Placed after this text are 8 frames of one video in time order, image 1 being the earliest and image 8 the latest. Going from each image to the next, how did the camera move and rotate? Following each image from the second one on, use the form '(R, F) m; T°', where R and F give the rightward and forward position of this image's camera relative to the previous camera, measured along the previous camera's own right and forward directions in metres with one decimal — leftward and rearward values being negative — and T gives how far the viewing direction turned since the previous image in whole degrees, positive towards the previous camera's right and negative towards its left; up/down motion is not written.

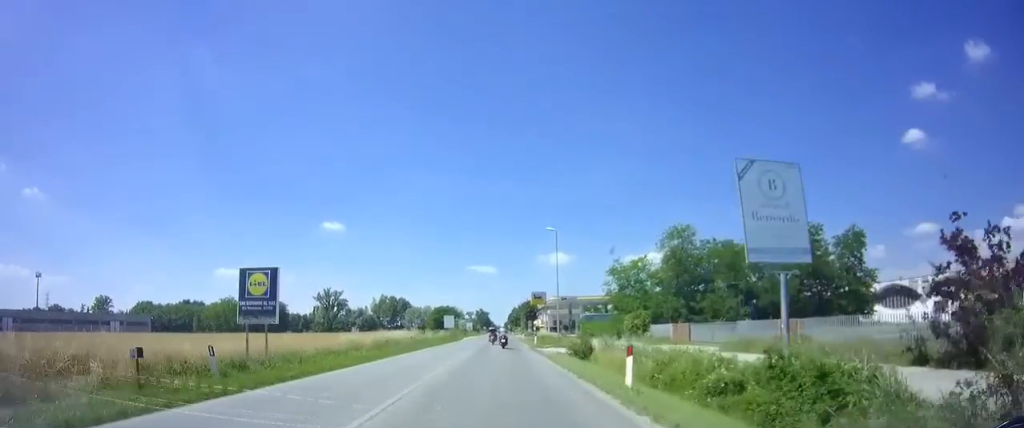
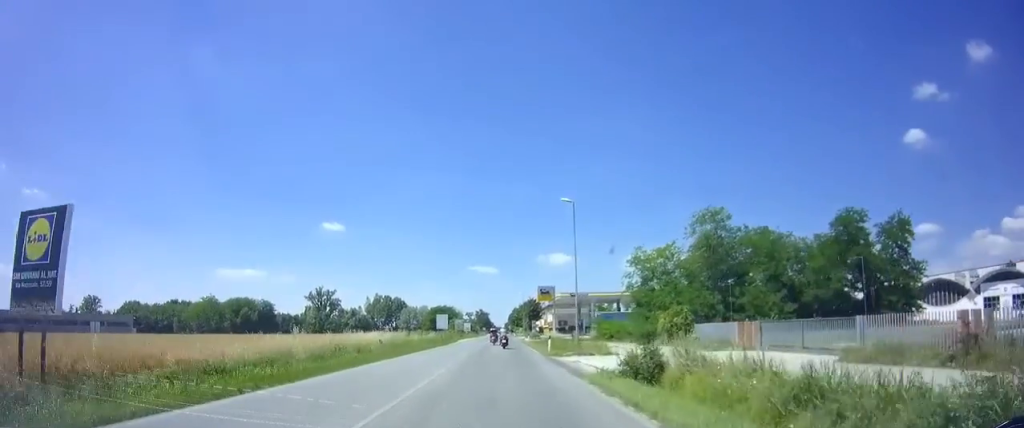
(0.0, +11.6) m; 0°
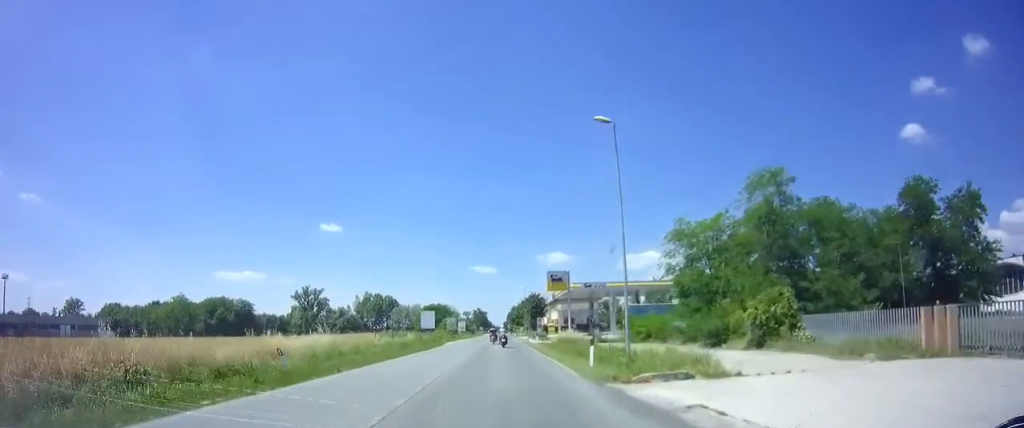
(-0.1, +14.2) m; 0°
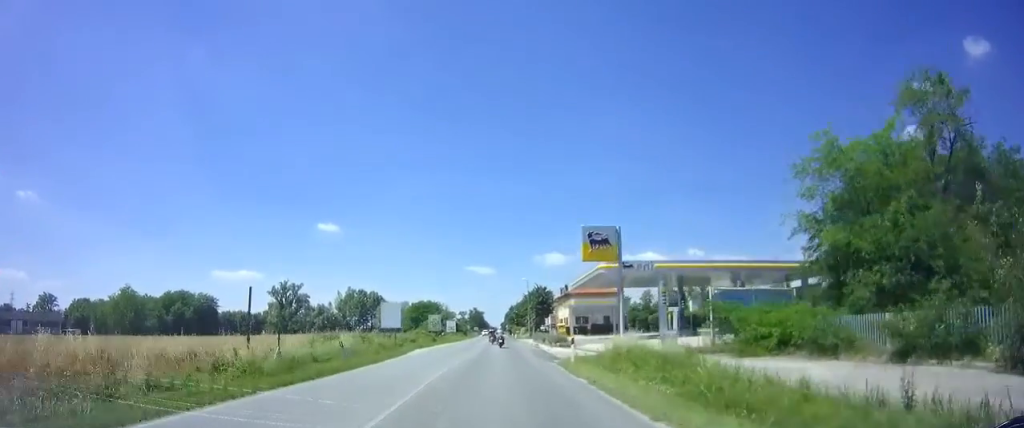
(+0.1, +20.6) m; 0°
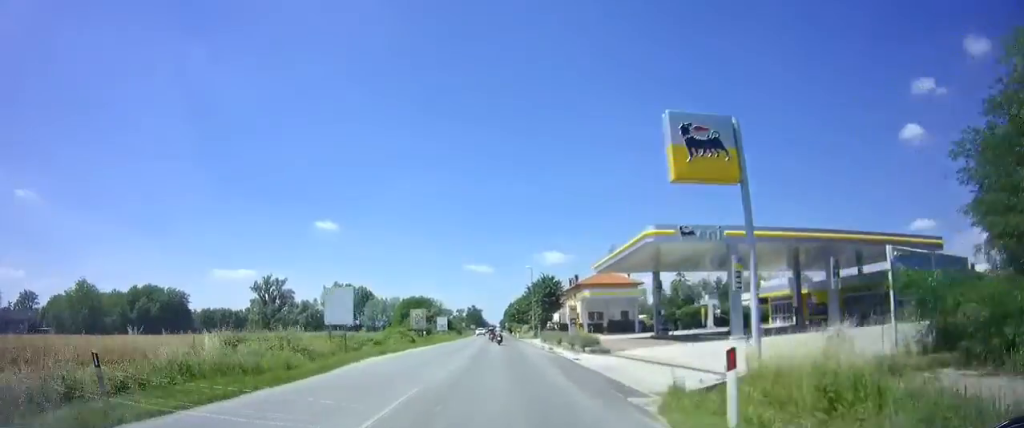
(0.0, +14.2) m; 0°
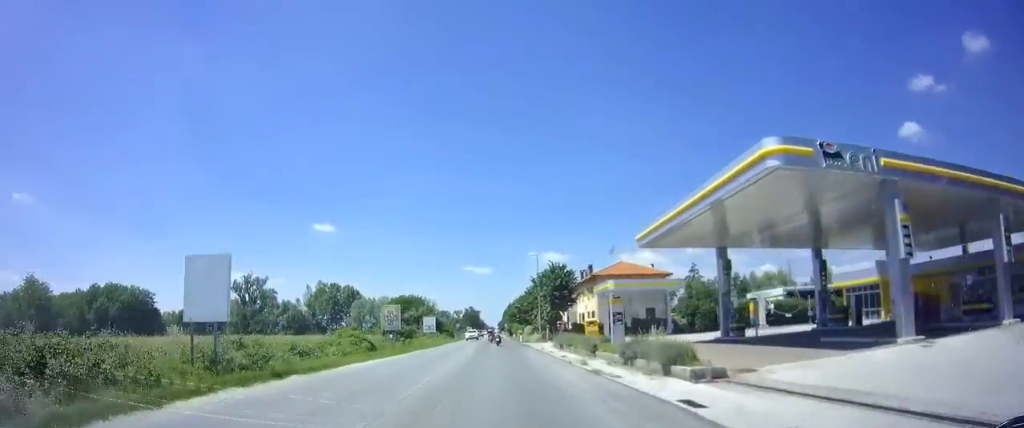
(0.0, +14.8) m; 0°
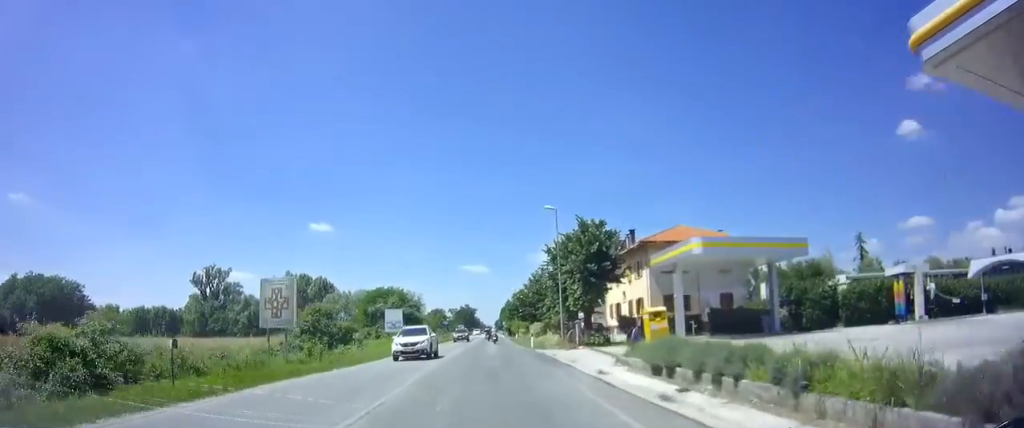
(0.0, +23.1) m; 0°
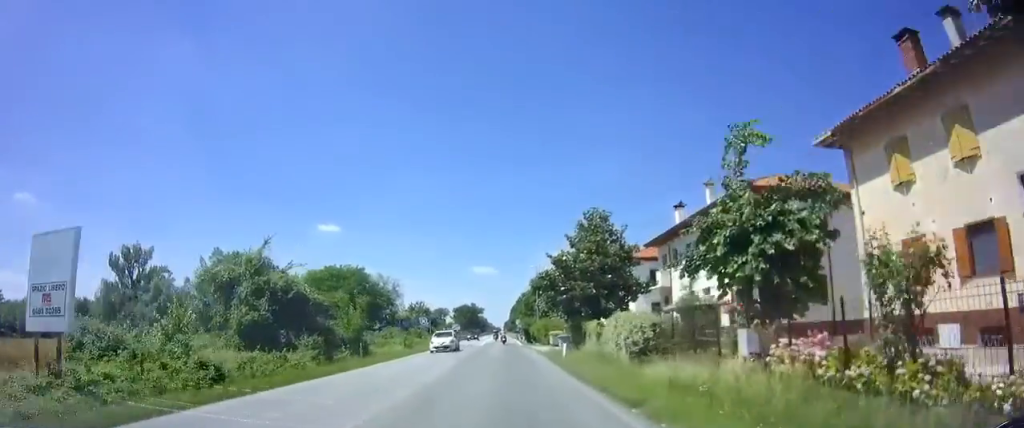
(0.0, +41.6) m; 0°
